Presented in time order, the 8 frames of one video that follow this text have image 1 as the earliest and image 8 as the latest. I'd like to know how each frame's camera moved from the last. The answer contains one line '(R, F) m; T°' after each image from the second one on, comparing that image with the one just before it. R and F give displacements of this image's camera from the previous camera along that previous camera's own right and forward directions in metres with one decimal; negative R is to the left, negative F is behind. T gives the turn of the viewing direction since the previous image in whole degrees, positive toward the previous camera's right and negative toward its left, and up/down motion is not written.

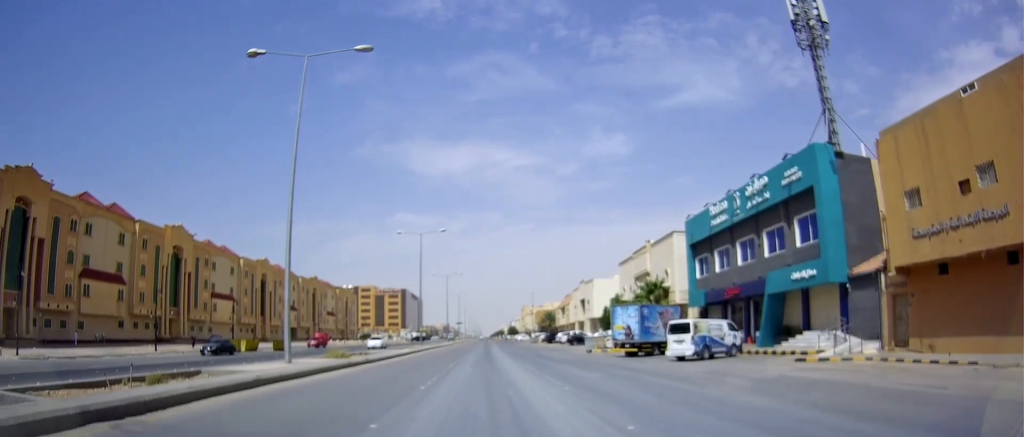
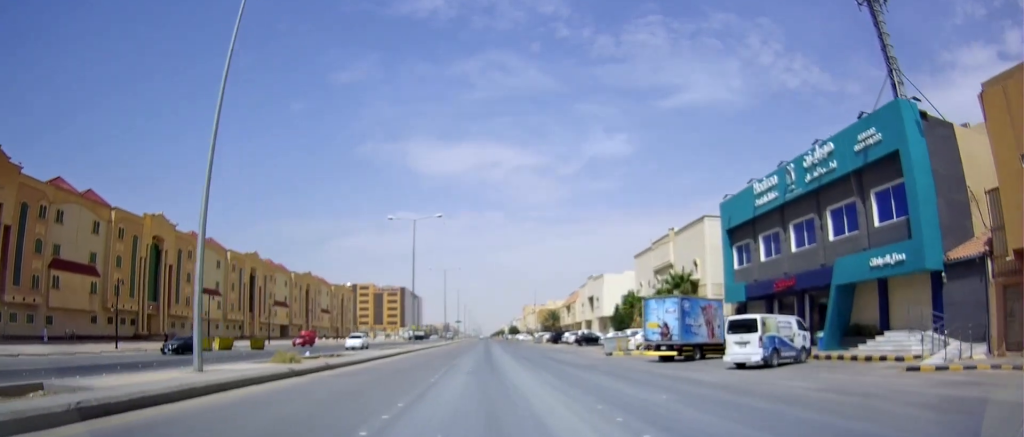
(0.0, +6.7) m; -1°
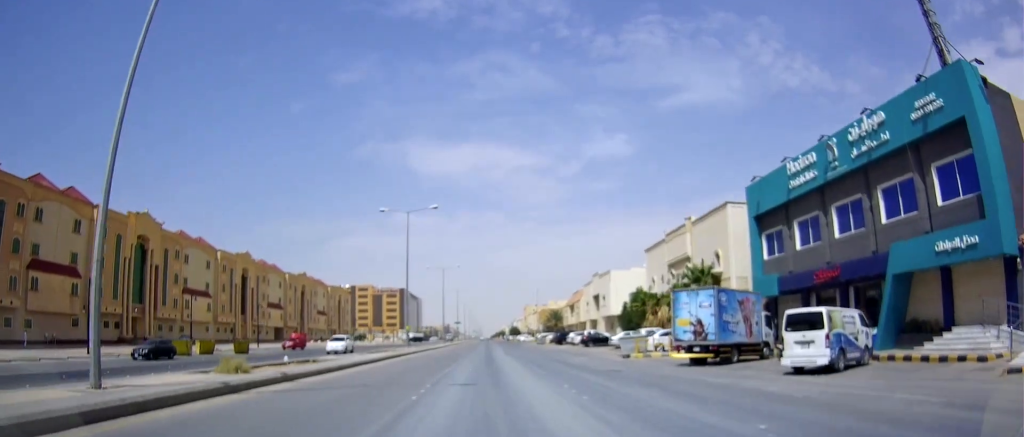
(-0.1, +4.2) m; -1°
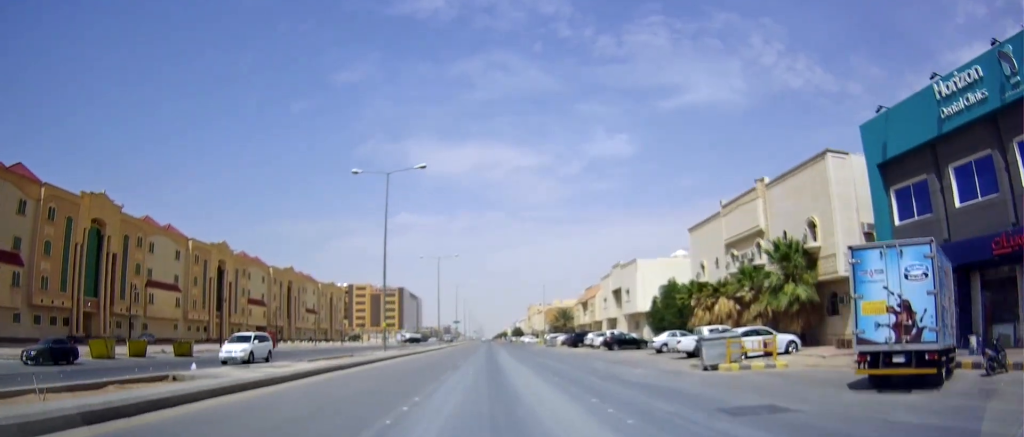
(-0.1, +12.0) m; 0°
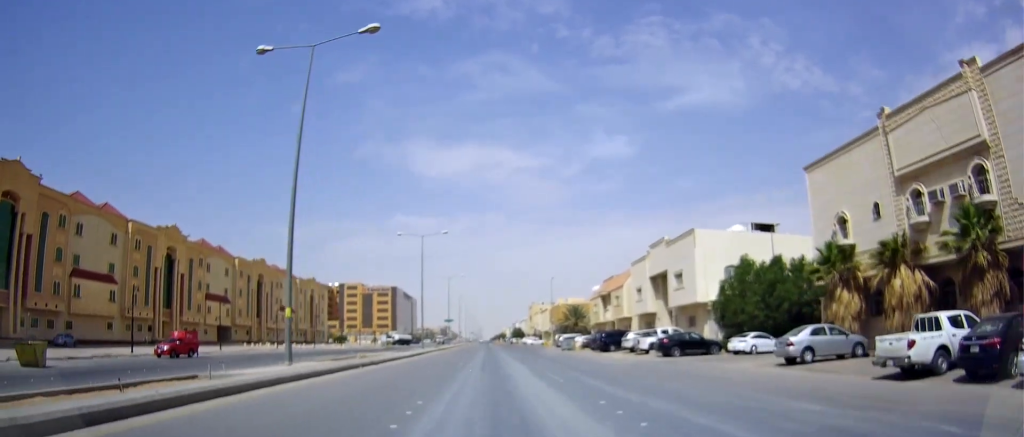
(+0.1, +18.5) m; 0°
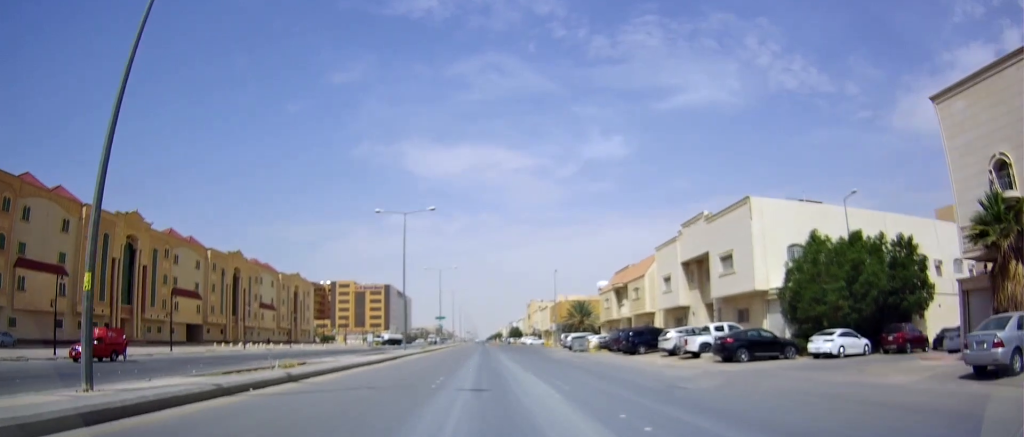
(-0.1, +11.0) m; -1°
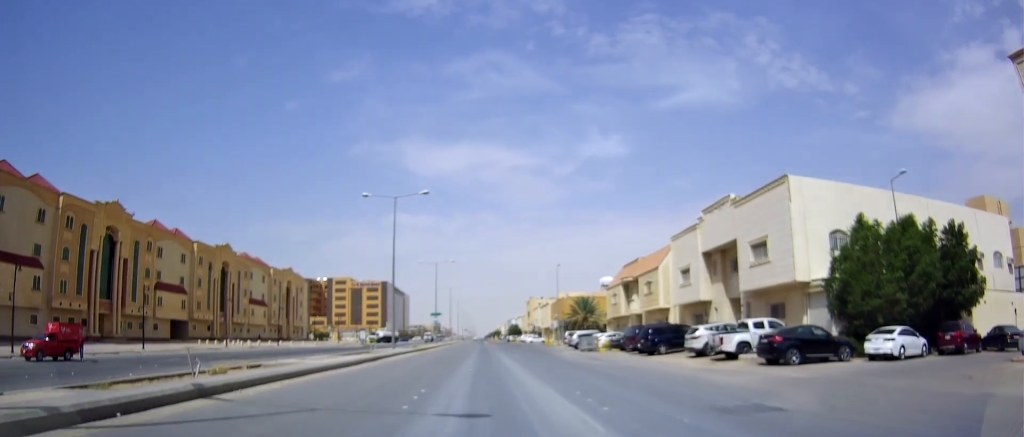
(-0.1, +5.2) m; -1°
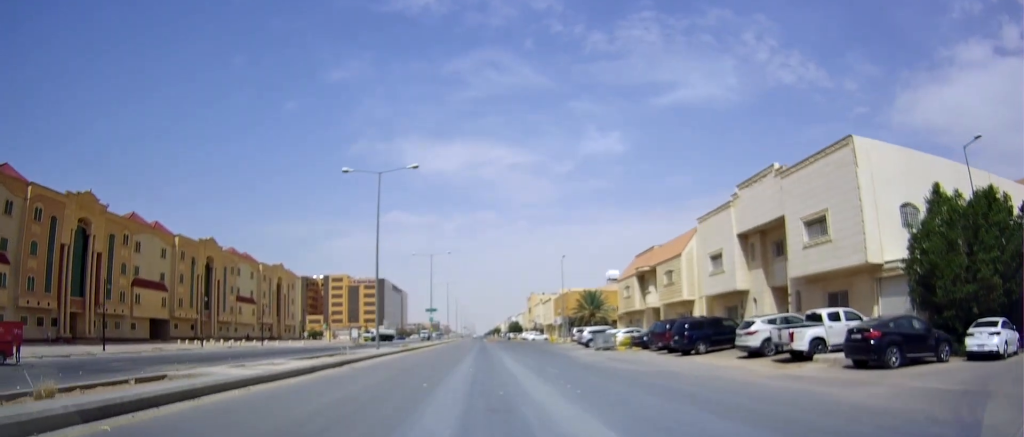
(0.0, +6.7) m; 0°
